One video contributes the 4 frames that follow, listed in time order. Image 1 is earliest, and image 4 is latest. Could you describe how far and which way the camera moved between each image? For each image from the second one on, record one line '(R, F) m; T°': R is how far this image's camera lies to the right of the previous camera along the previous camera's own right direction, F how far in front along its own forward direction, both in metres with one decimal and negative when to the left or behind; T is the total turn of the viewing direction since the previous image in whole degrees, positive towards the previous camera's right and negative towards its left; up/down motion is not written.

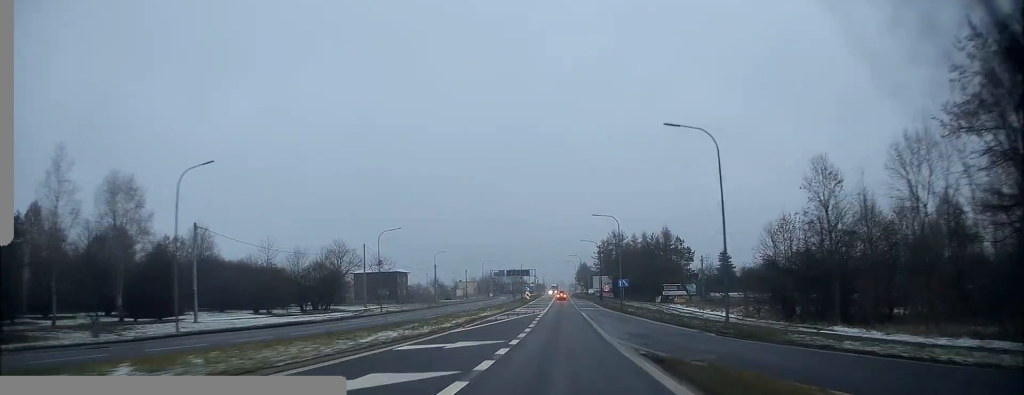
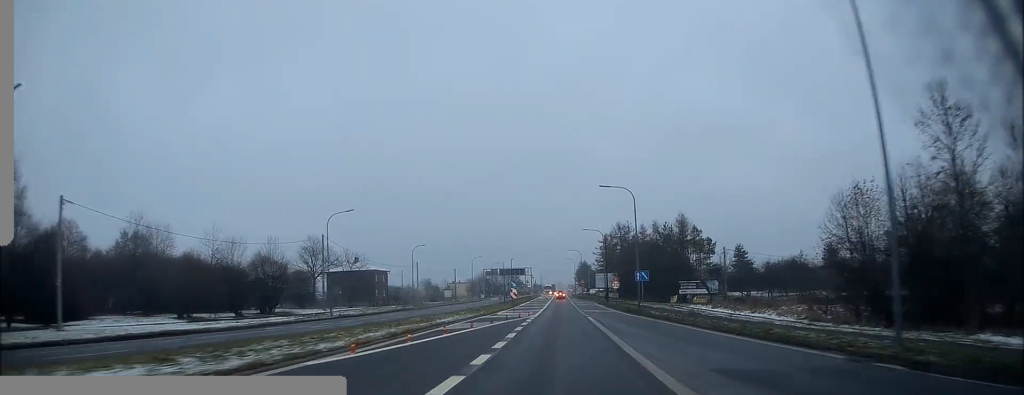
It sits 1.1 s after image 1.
(0.0, +15.0) m; -1°
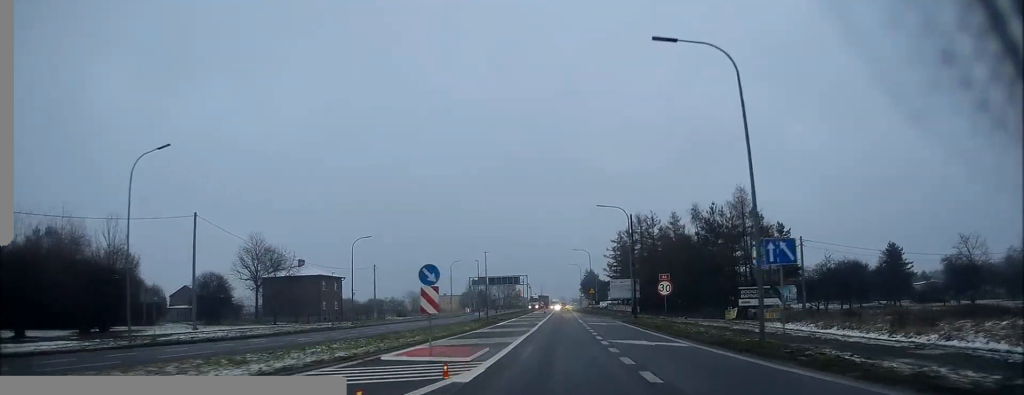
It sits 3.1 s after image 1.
(+0.1, +29.5) m; 0°
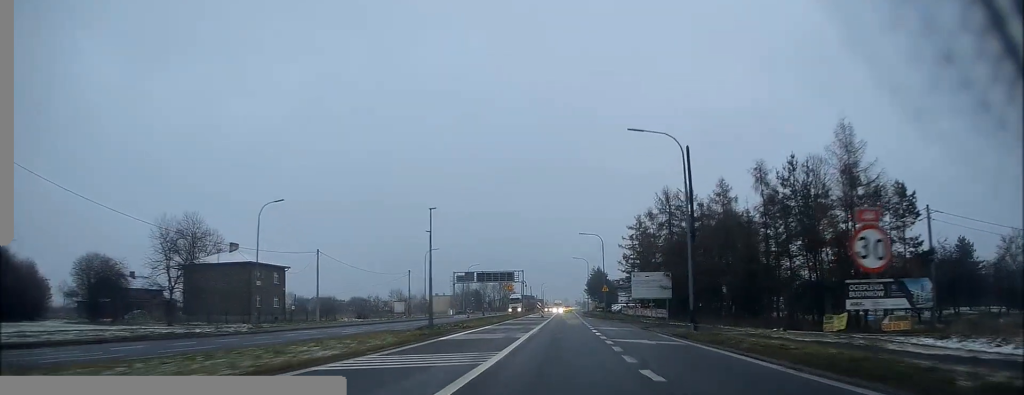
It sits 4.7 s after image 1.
(-0.4, +23.8) m; -1°
